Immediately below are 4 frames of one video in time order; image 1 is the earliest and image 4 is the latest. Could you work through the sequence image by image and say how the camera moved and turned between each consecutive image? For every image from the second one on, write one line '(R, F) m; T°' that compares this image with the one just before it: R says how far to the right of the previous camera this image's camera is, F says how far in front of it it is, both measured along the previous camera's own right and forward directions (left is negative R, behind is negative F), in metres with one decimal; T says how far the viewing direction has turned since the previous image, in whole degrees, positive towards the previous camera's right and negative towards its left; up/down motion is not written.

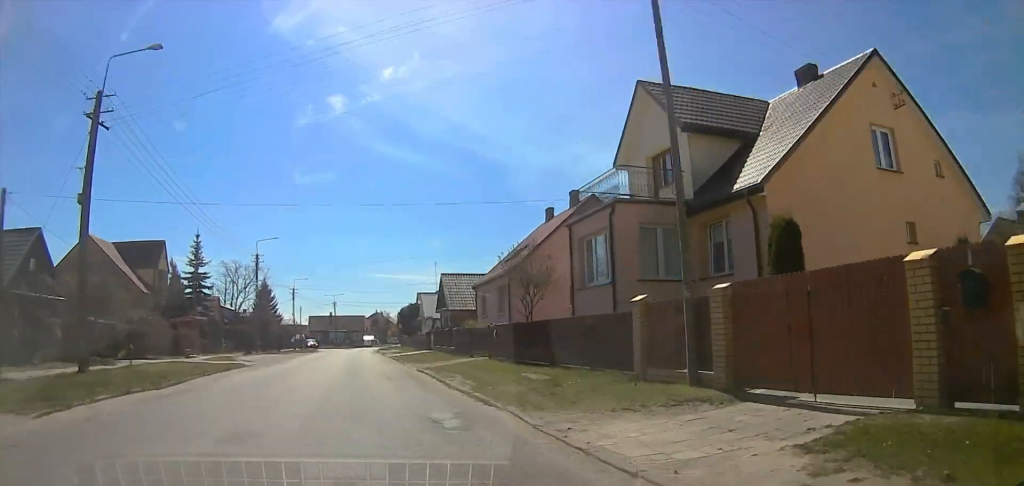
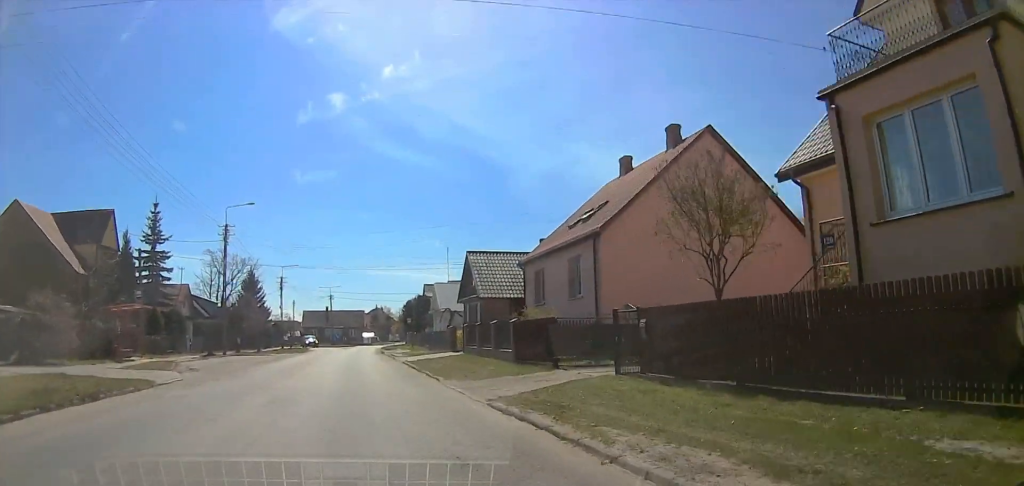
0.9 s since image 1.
(+0.6, +12.9) m; -1°
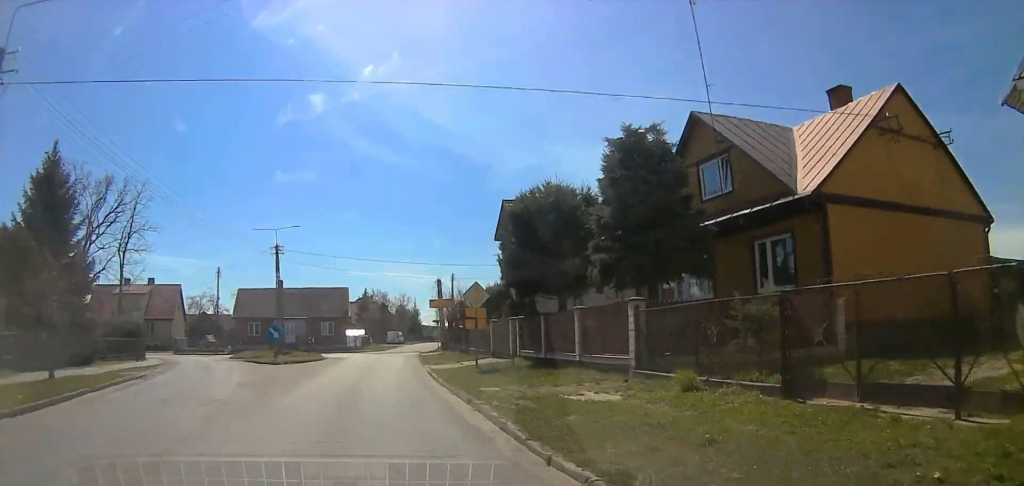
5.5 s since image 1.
(-2.2, +62.0) m; -4°
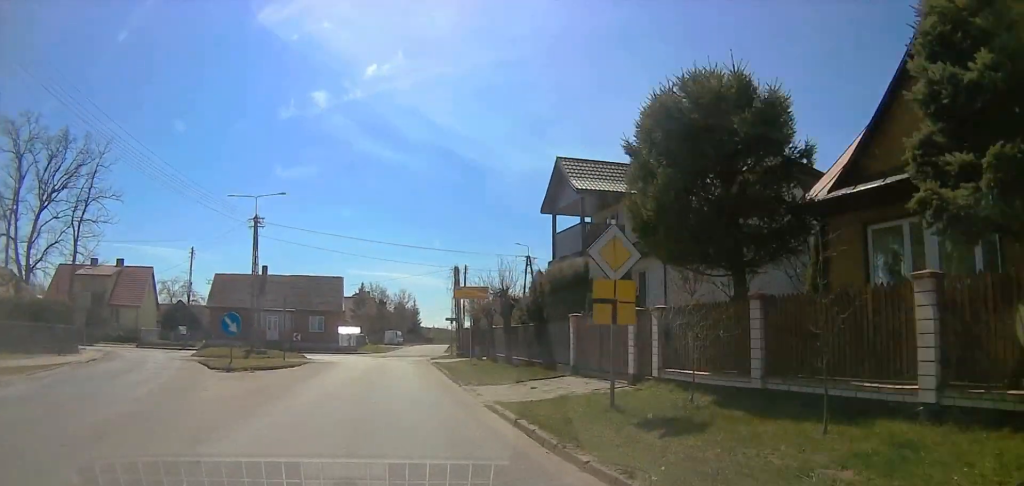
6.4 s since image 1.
(+0.6, +11.0) m; +3°
